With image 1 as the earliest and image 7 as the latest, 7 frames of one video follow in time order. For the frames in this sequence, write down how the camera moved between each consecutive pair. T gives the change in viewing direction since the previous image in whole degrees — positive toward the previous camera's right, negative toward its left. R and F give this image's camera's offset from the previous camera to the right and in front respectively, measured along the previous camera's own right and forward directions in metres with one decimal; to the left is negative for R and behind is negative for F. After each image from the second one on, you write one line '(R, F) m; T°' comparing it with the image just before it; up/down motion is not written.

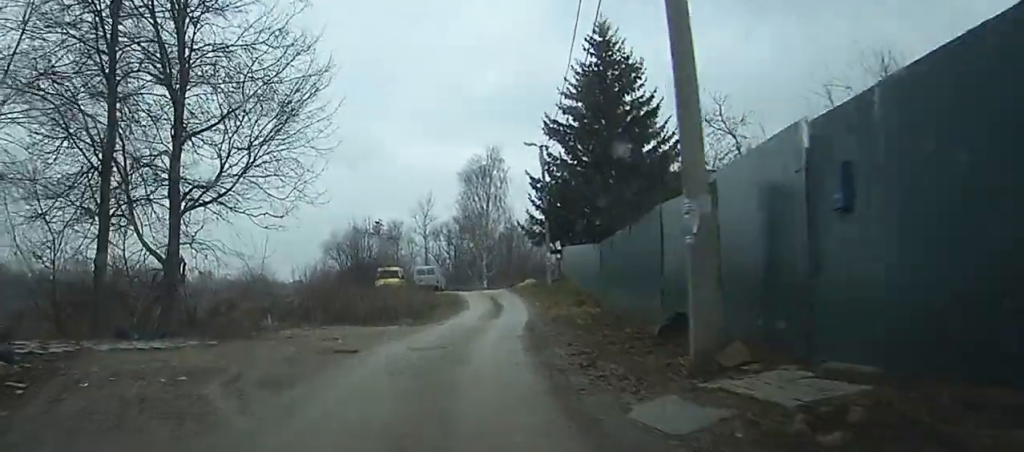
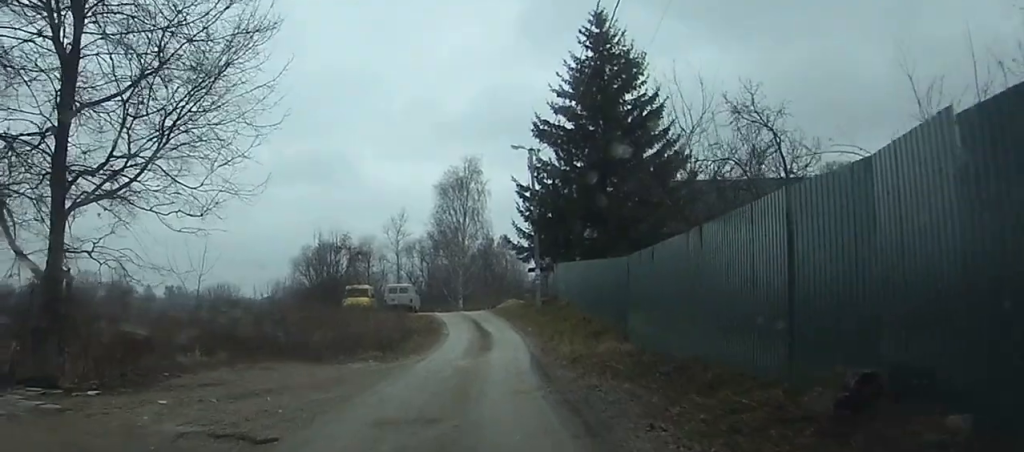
(+0.1, +4.8) m; 0°
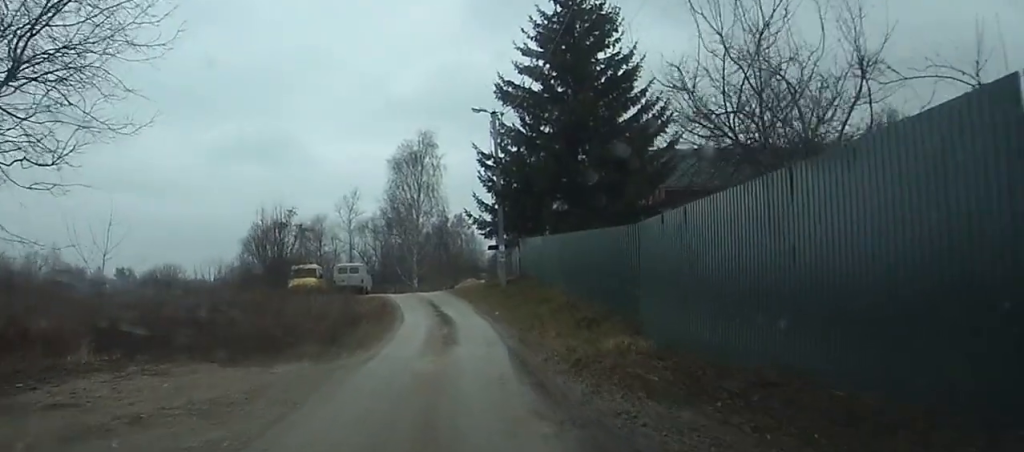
(0.0, +4.0) m; 0°
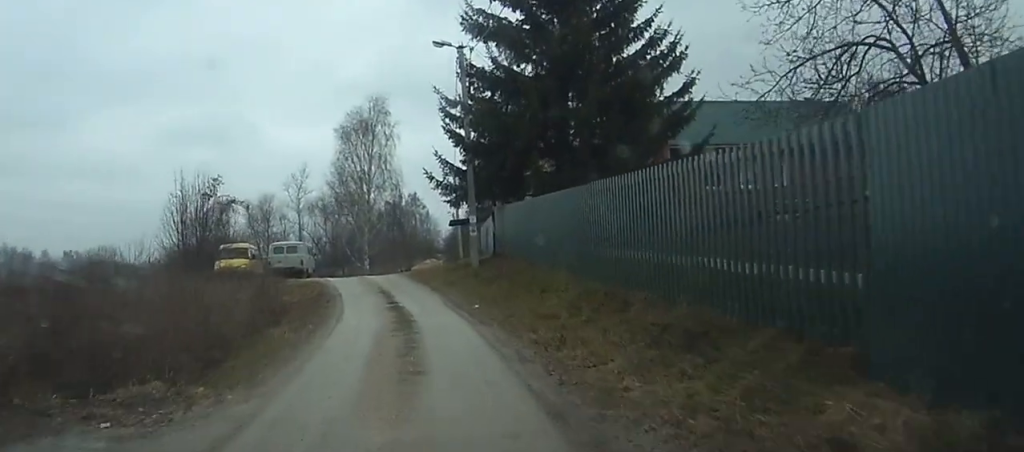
(0.0, +8.8) m; +1°
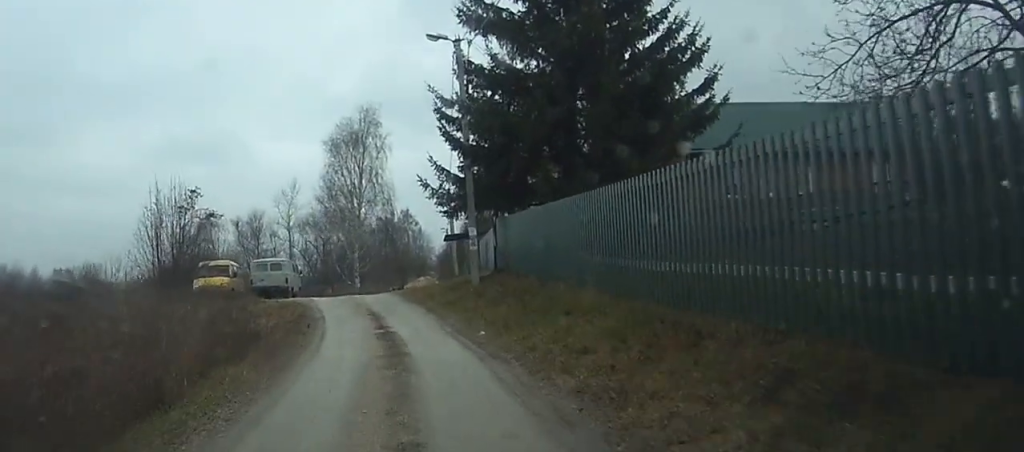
(0.0, +3.2) m; +1°
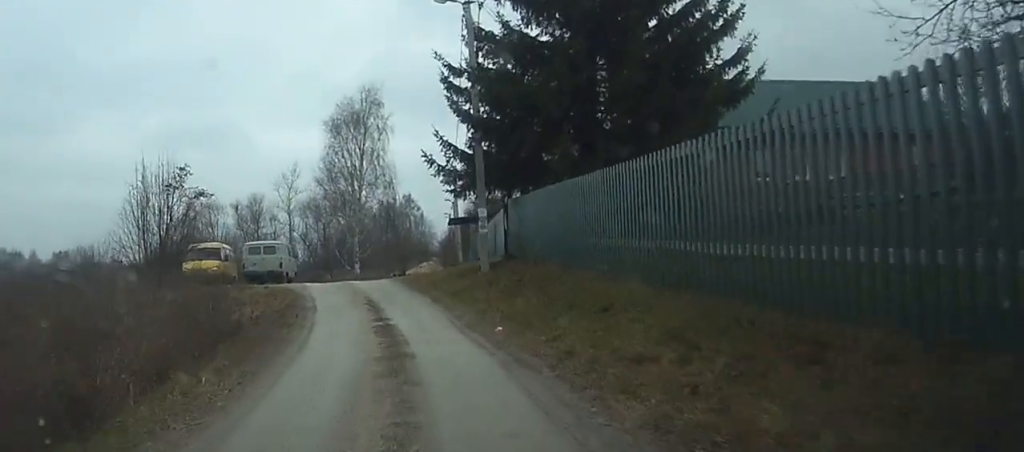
(0.0, +2.7) m; +1°
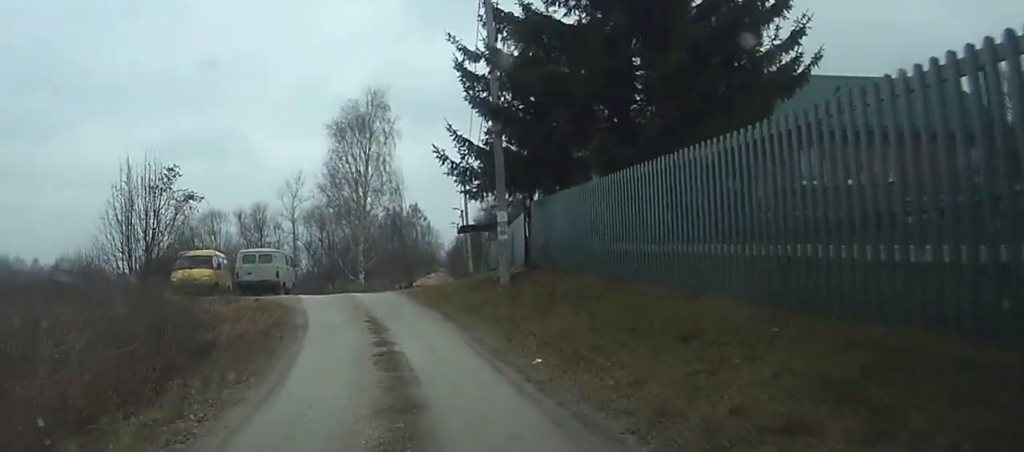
(0.0, +3.4) m; +1°
